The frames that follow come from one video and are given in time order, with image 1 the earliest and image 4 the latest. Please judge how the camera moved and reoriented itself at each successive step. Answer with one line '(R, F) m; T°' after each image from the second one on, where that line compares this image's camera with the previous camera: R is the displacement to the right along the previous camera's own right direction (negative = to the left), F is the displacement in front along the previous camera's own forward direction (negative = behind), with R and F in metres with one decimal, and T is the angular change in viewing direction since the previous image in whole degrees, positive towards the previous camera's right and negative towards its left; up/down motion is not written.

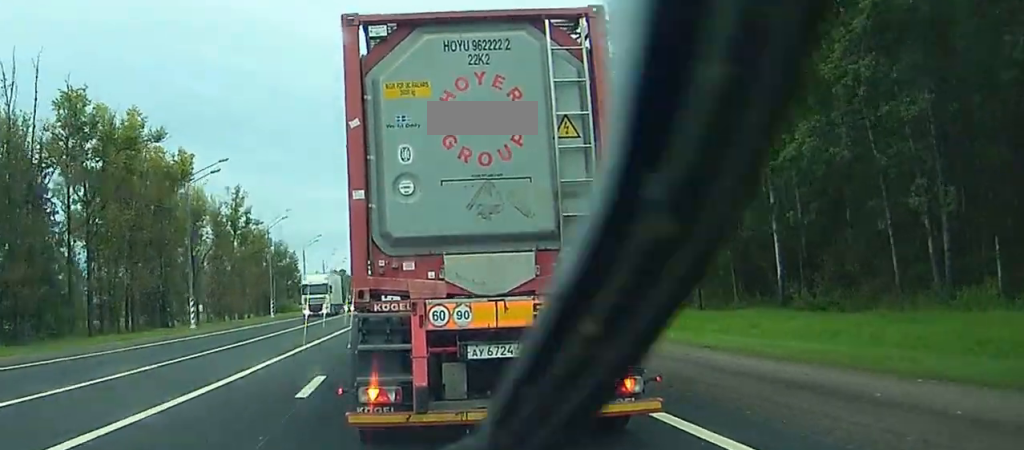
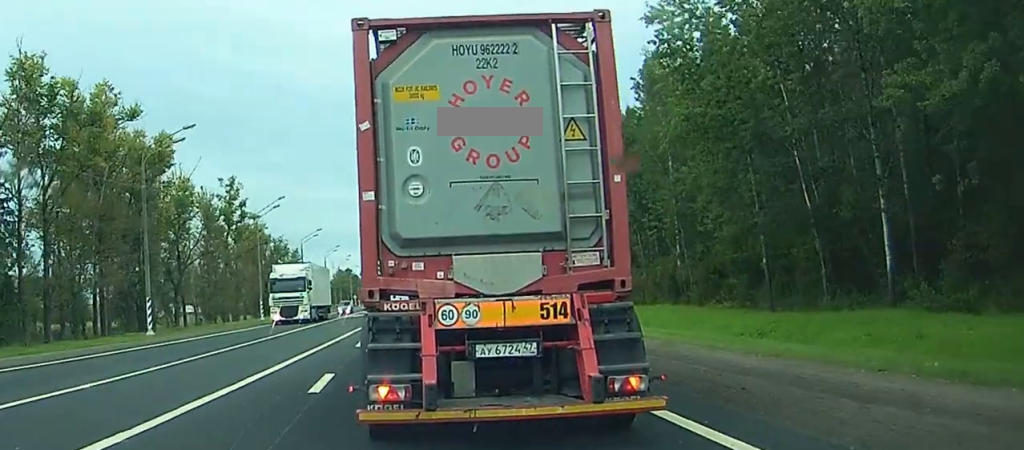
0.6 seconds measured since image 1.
(-0.1, +11.5) m; -1°
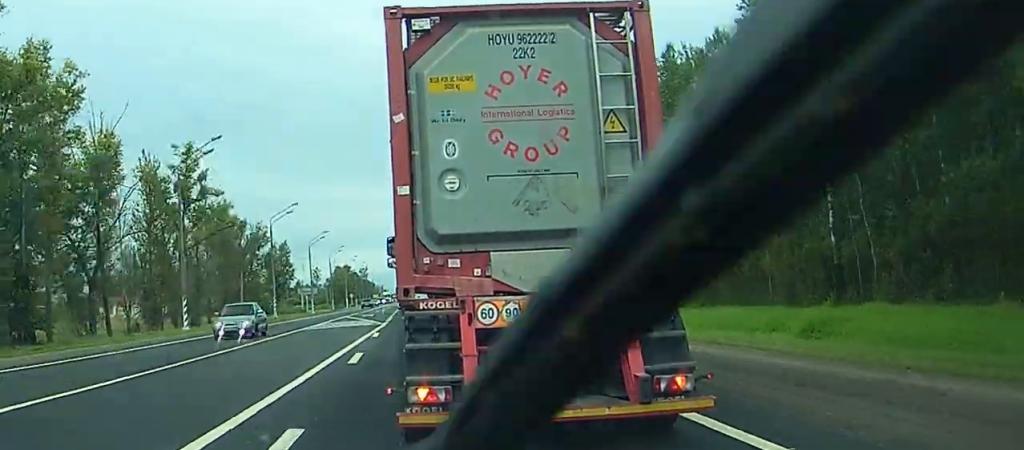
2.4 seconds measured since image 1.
(-0.5, +30.3) m; -2°
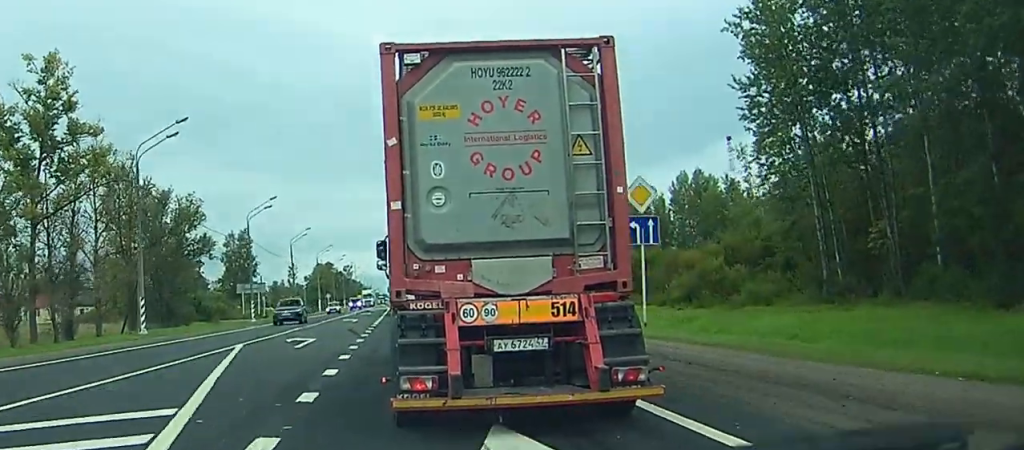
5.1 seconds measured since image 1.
(+0.1, +43.0) m; +1°
